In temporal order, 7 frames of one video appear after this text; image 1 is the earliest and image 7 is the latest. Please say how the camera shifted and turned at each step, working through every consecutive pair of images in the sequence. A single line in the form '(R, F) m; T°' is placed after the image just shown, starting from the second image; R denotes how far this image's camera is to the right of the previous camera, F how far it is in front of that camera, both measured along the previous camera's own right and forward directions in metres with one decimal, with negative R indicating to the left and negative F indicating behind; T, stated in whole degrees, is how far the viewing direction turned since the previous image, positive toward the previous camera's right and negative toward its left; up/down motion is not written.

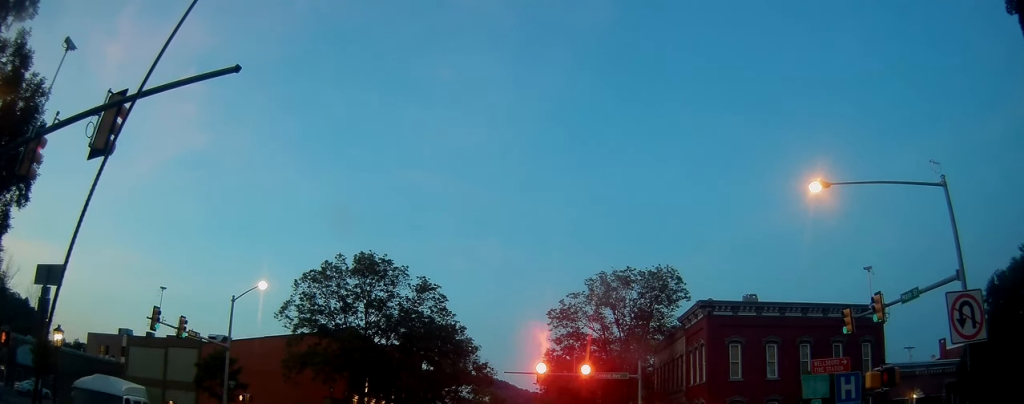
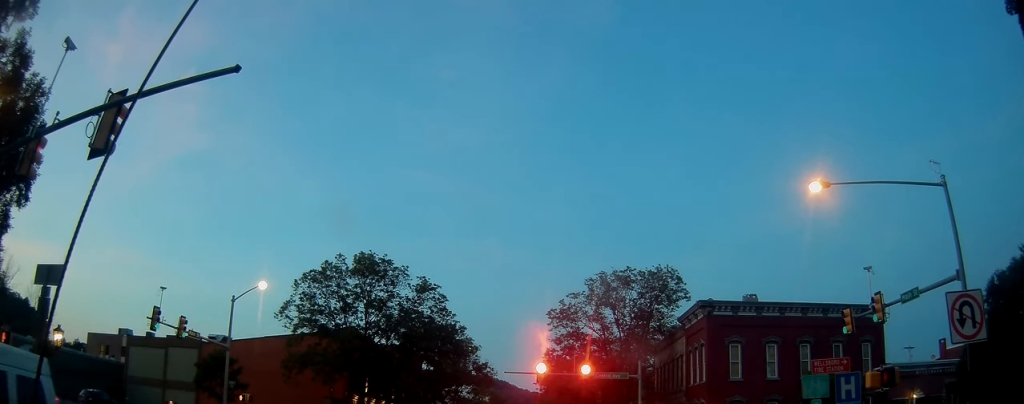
(0.0, 0.0) m; 0°
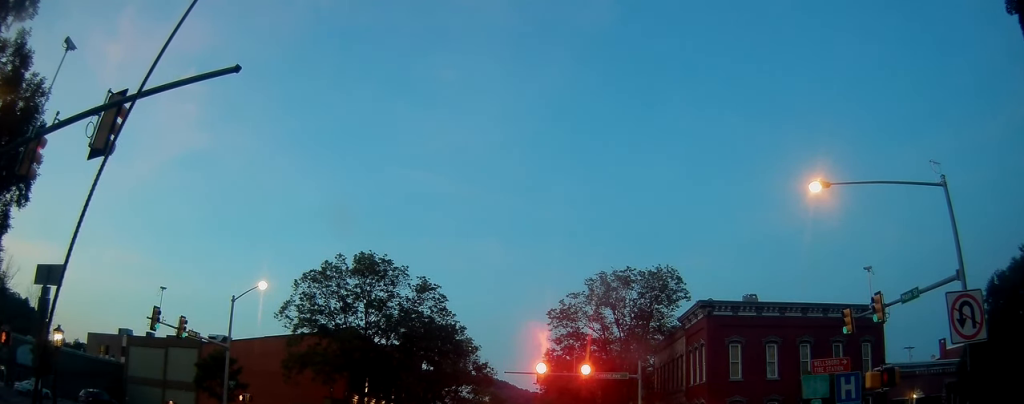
(0.0, 0.0) m; 0°
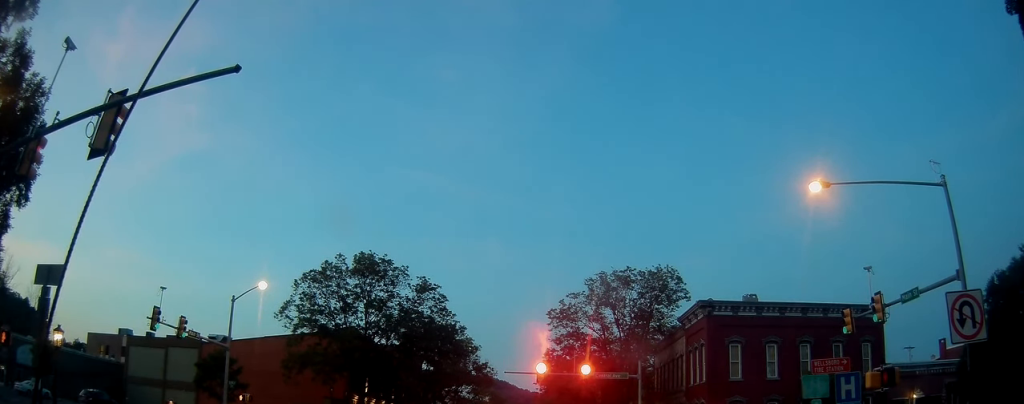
(0.0, 0.0) m; 0°
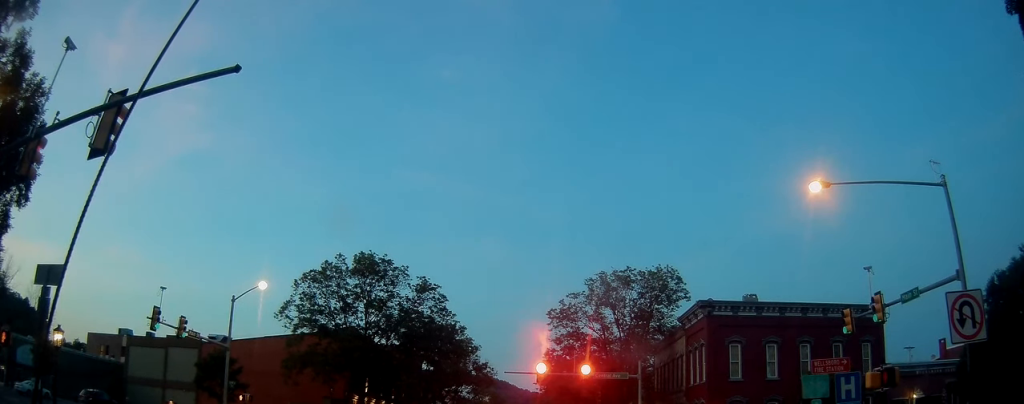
(0.0, 0.0) m; 0°
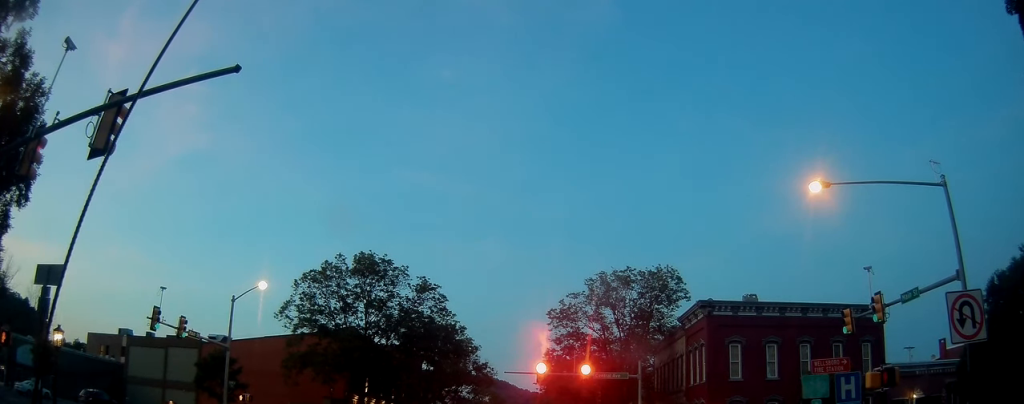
(0.0, 0.0) m; 0°
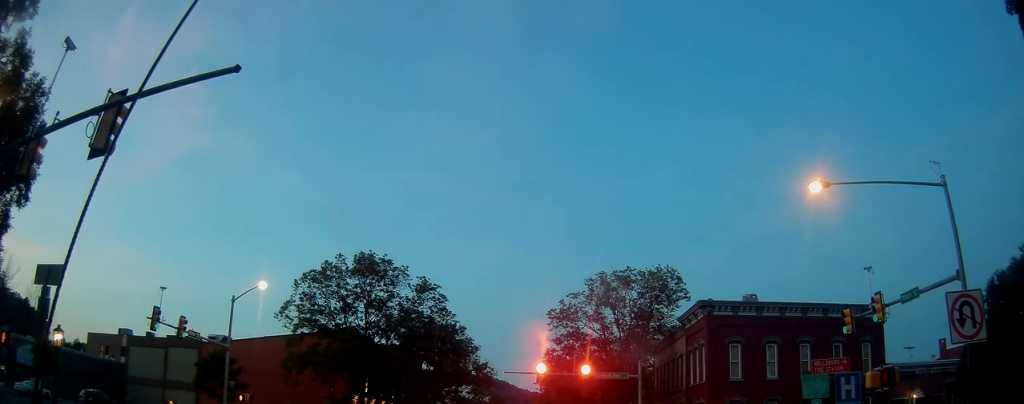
(0.0, 0.0) m; 0°
